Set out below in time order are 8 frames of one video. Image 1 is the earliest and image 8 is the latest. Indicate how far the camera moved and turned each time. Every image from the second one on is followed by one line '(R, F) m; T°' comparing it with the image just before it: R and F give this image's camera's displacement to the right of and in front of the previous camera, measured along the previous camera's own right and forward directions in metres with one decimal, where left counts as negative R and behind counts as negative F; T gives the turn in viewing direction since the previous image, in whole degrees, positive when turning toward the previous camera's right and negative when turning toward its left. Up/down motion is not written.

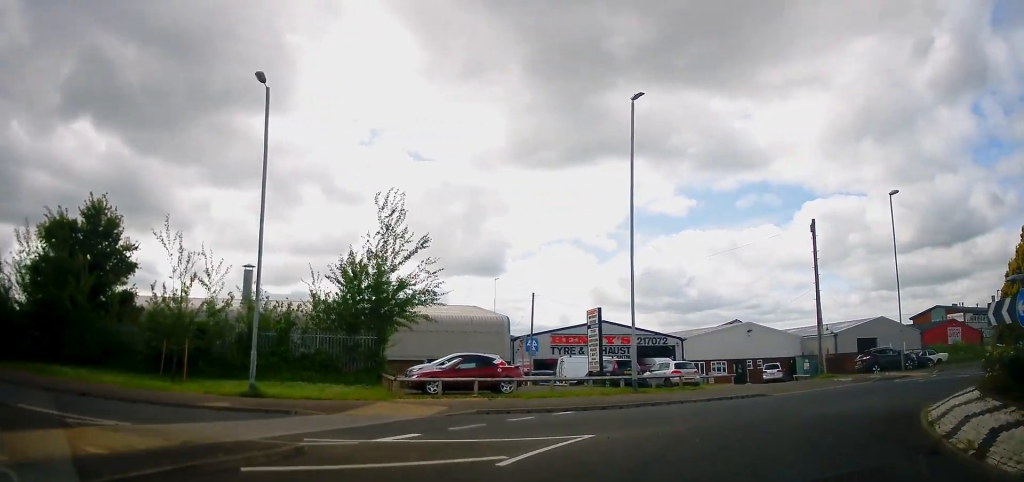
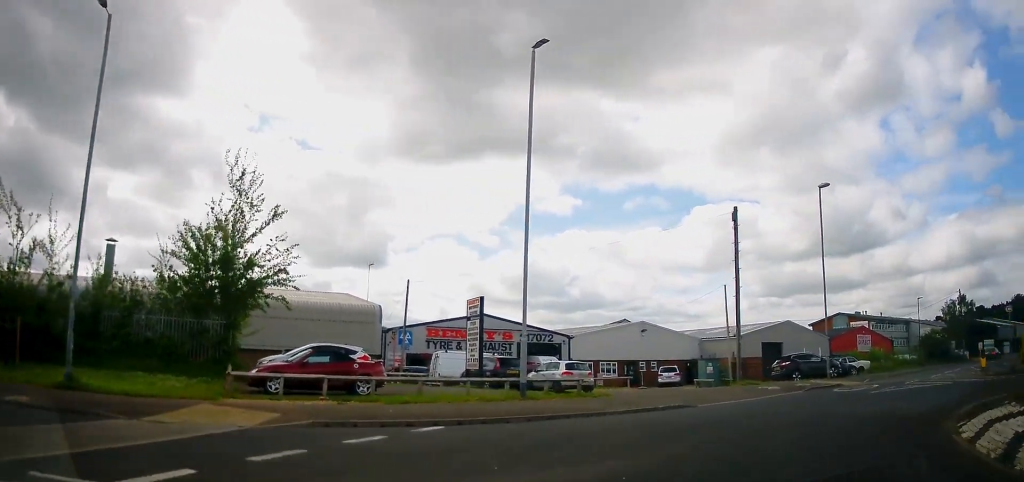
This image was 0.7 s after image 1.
(+0.4, +3.9) m; +13°
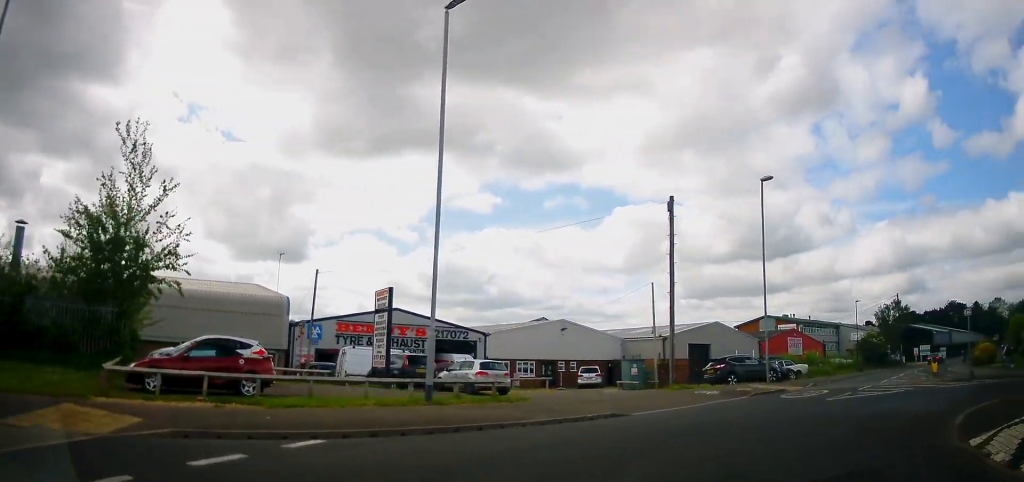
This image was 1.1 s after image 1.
(0.0, +2.2) m; +7°
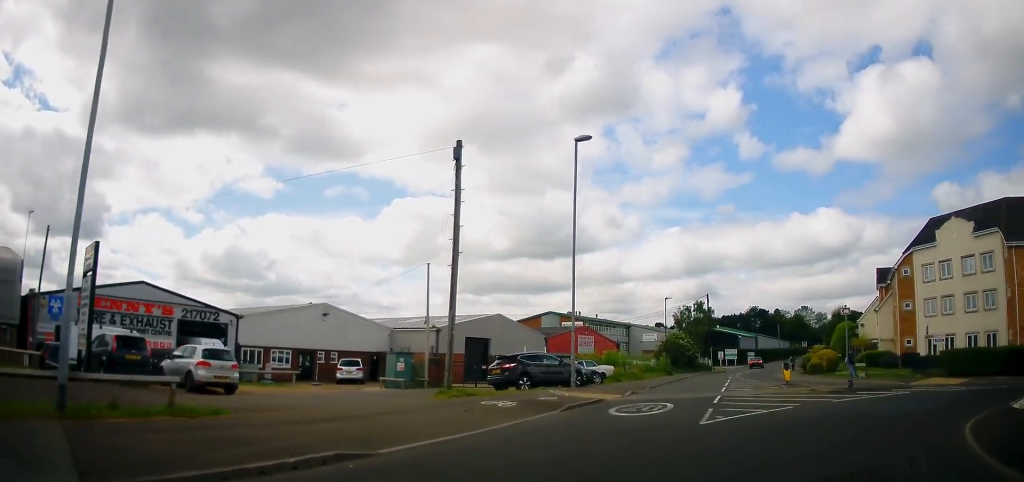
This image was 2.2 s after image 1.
(+1.1, +5.9) m; +17°
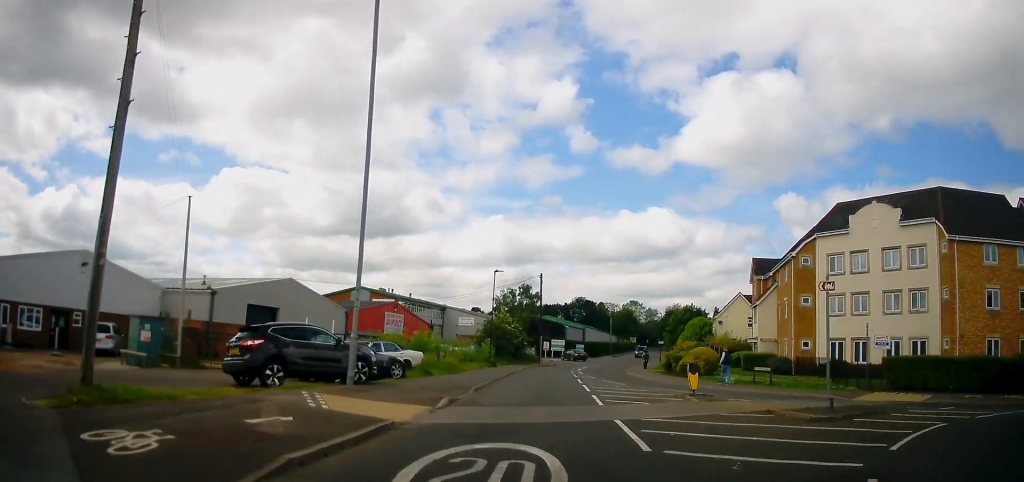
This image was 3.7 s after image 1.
(+1.6, +9.2) m; +17°
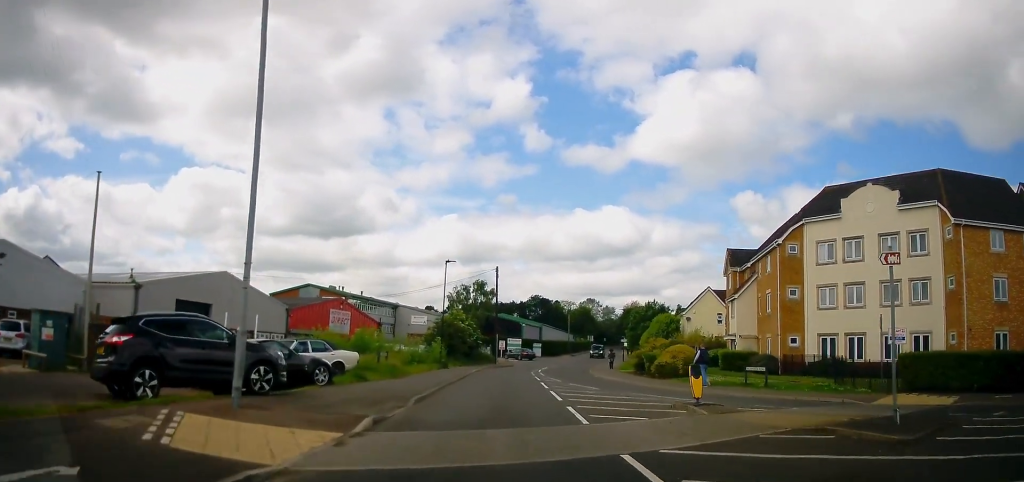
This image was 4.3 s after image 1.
(+0.2, +3.9) m; +3°
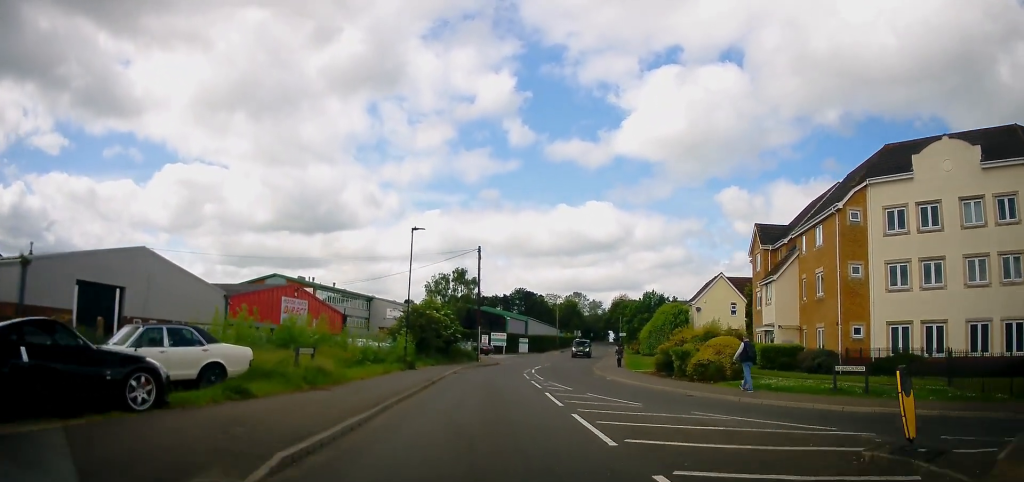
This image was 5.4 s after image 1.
(+0.2, +8.3) m; +1°
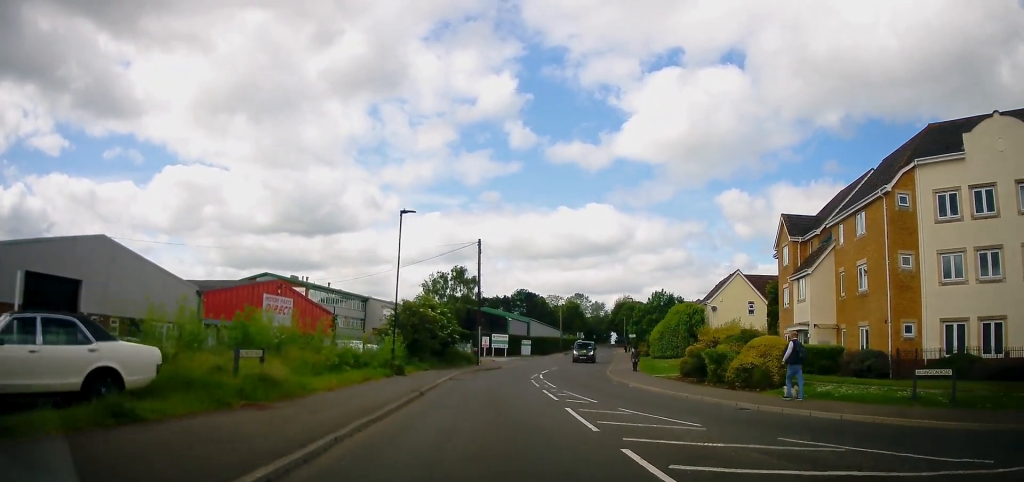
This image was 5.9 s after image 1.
(-0.2, +3.9) m; 0°
